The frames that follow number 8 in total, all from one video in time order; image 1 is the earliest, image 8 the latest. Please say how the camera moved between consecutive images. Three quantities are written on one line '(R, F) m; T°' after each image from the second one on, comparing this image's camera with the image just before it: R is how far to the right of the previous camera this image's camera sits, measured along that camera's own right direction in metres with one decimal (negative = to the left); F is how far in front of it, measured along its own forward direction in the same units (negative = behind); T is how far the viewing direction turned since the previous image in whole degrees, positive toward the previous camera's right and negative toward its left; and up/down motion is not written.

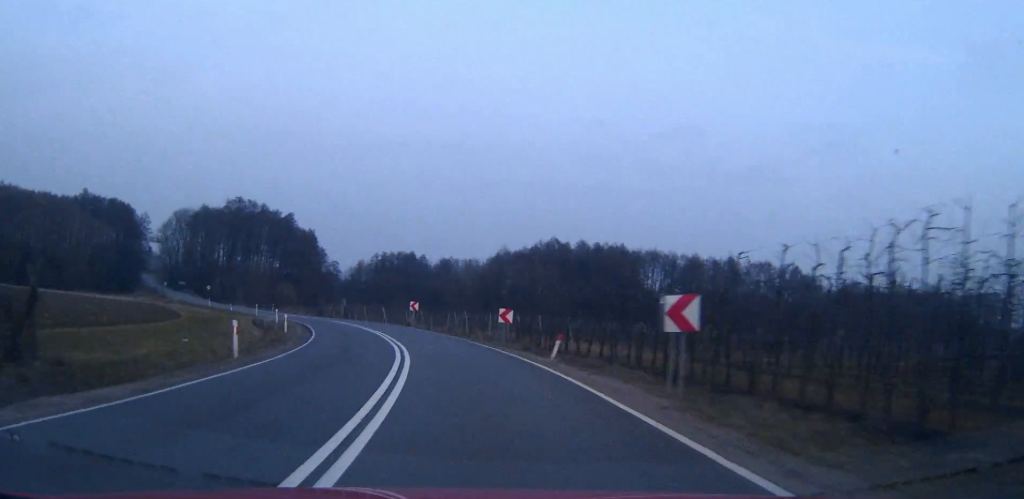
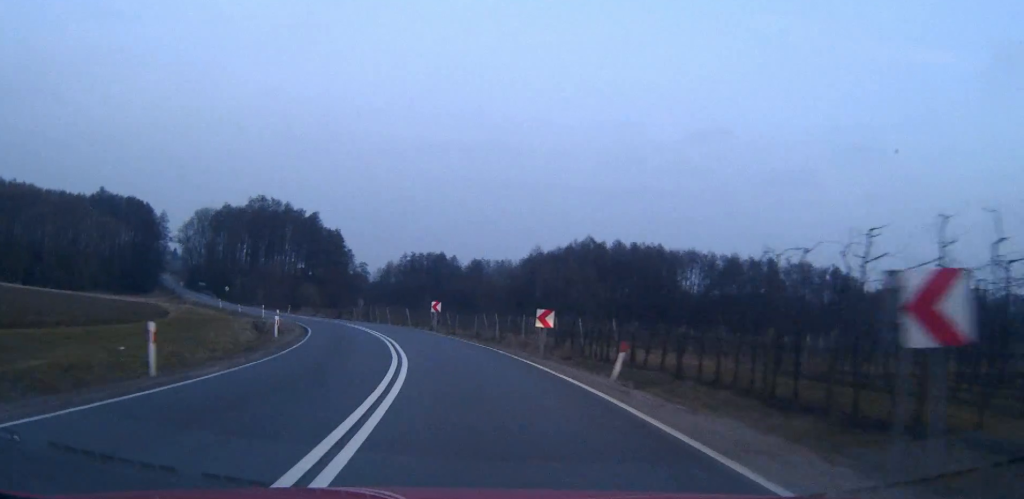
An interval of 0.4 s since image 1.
(-0.1, +6.9) m; -2°
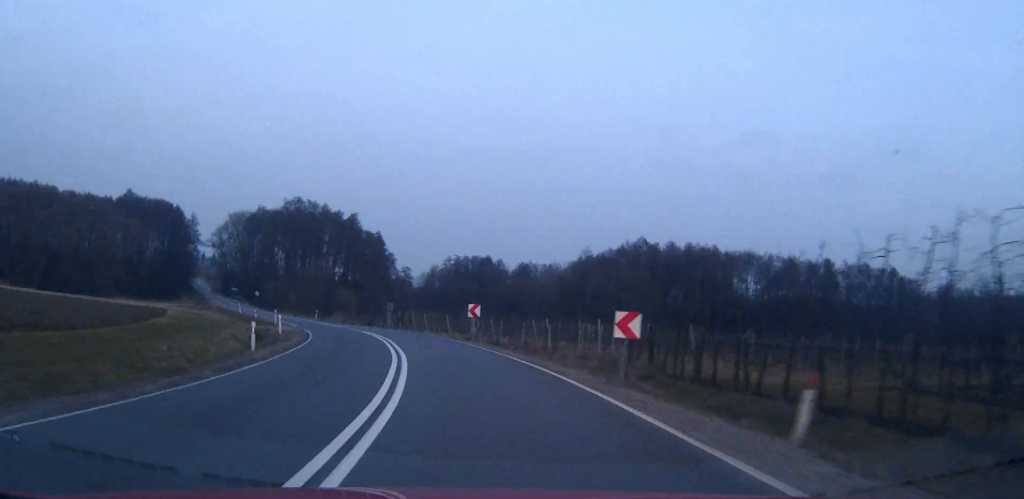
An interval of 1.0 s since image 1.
(-0.1, +8.5) m; -3°
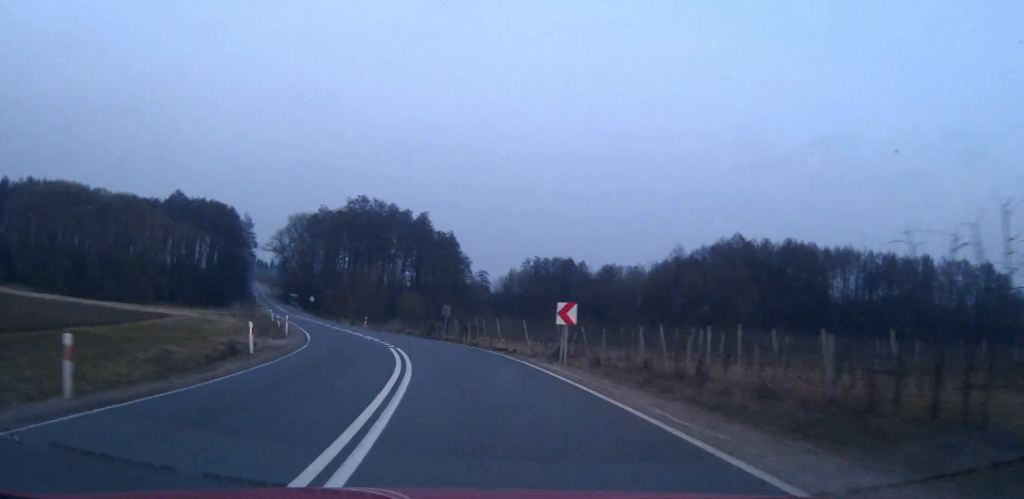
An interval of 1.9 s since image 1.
(-0.5, +14.4) m; -6°
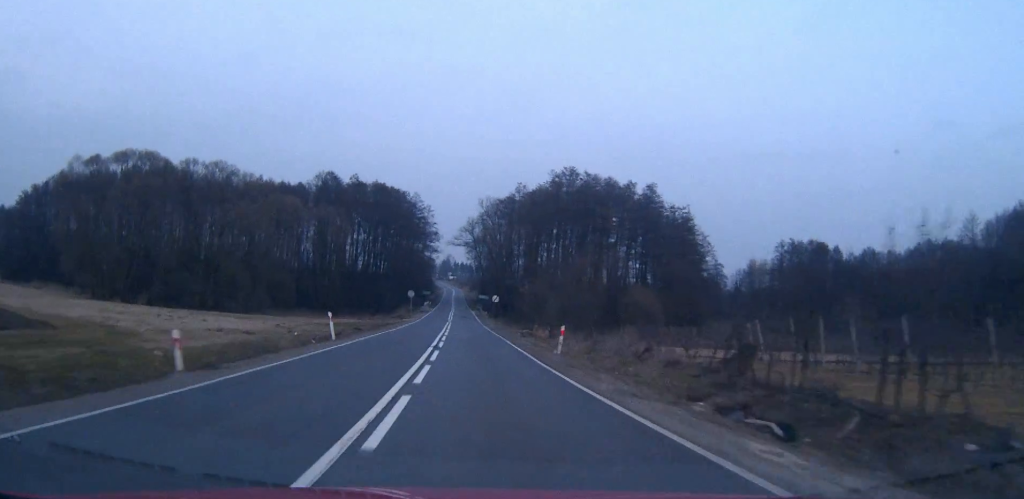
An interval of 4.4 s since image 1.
(-6.3, +40.0) m; -17°
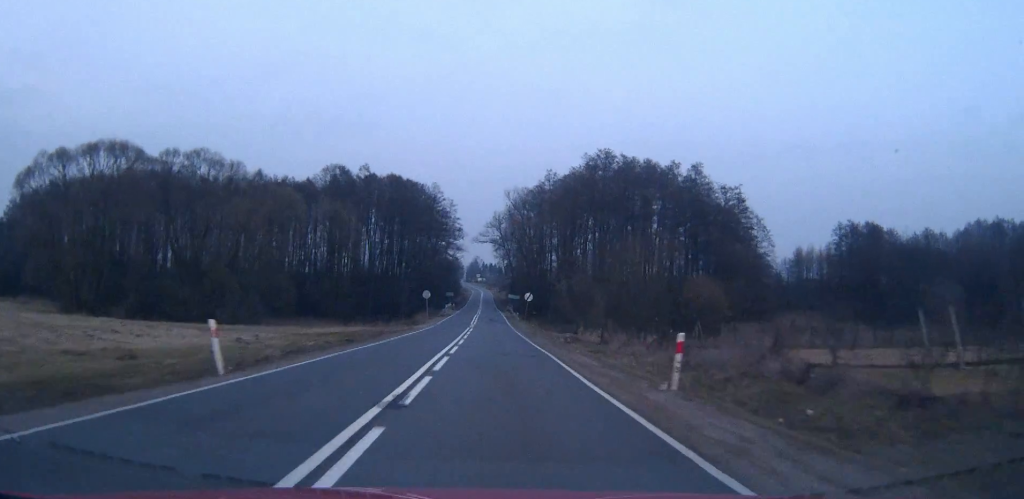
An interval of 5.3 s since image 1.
(-0.6, +14.8) m; -4°
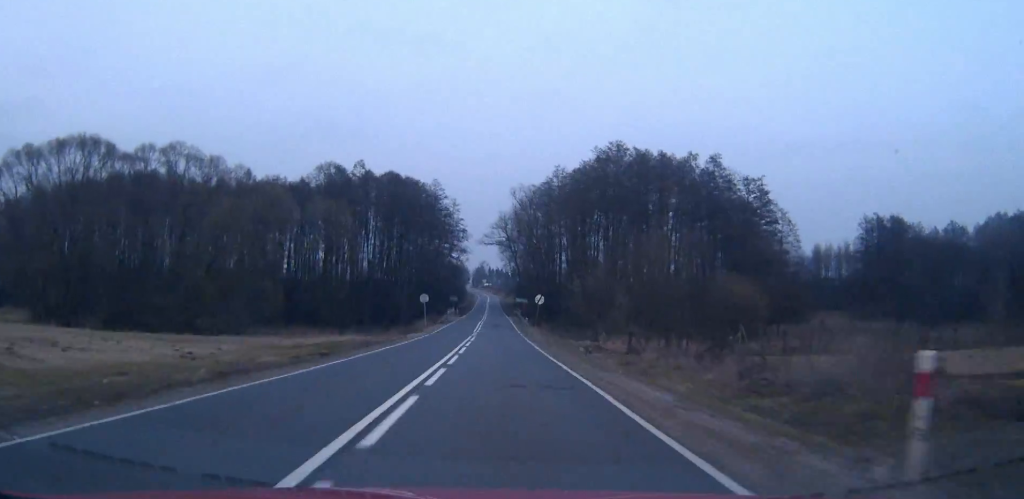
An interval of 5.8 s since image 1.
(-0.1, +8.3) m; -1°
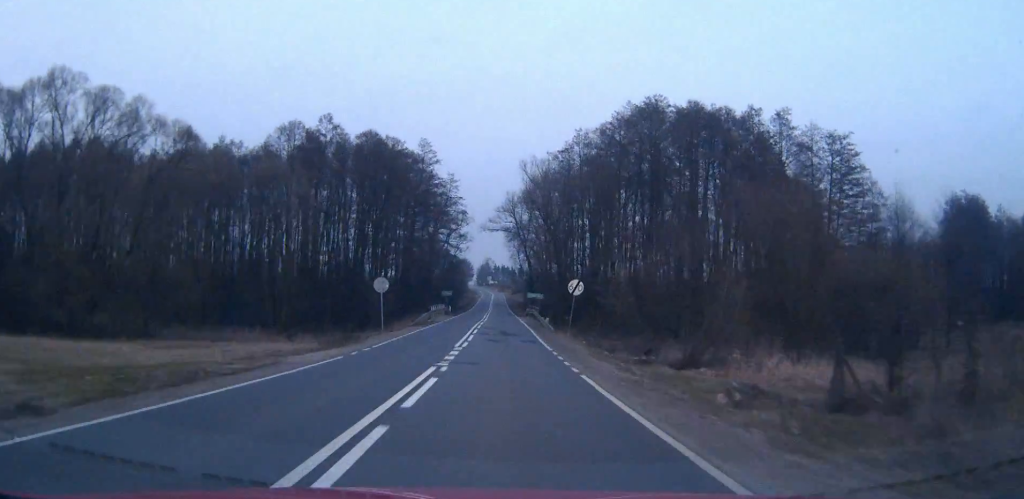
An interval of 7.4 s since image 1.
(-0.5, +26.5) m; -1°
